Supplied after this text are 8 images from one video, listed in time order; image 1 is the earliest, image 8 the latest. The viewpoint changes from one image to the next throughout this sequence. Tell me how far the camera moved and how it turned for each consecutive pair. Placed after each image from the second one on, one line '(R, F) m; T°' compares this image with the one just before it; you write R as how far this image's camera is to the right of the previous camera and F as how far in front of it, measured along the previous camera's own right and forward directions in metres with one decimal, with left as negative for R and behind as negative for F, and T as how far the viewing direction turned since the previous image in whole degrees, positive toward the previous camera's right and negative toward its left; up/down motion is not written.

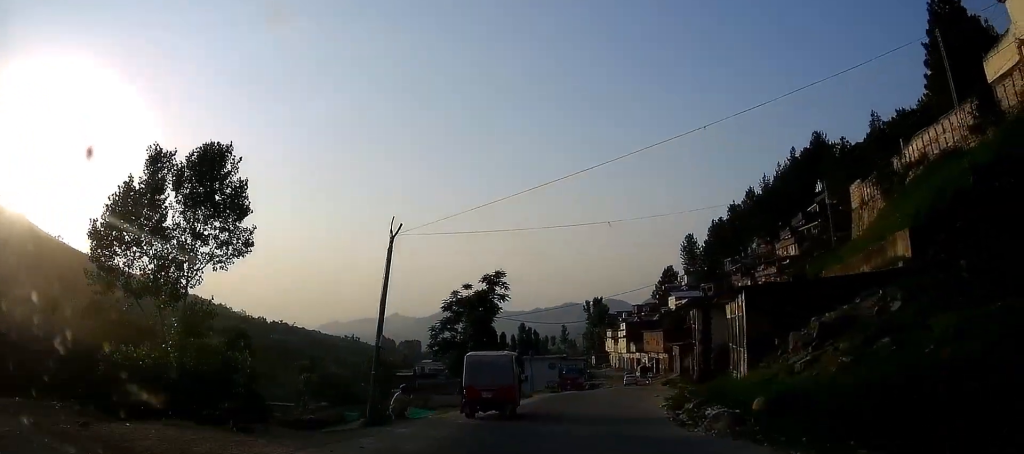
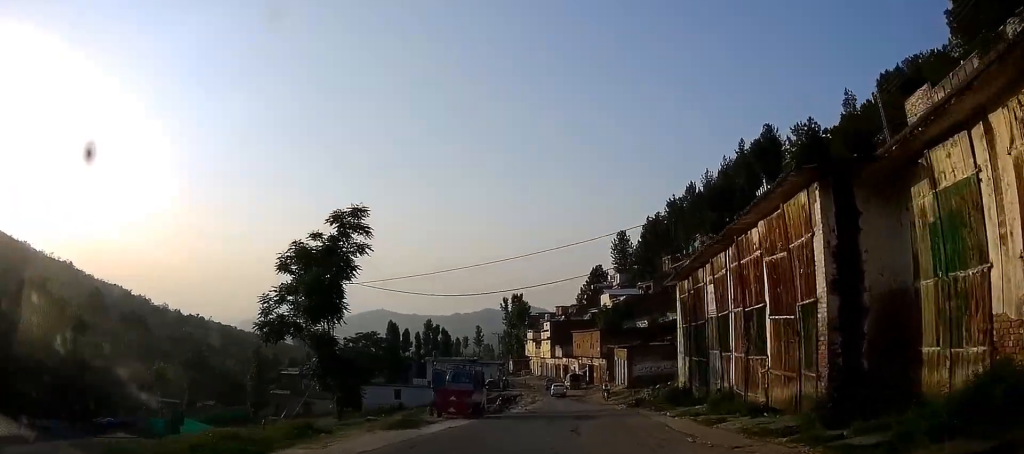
(+2.7, +20.2) m; +12°
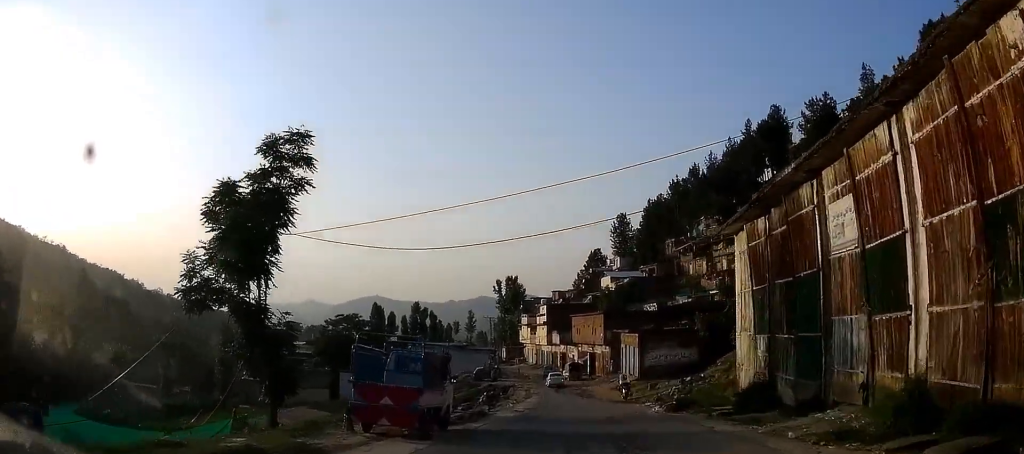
(+0.3, +9.0) m; +1°
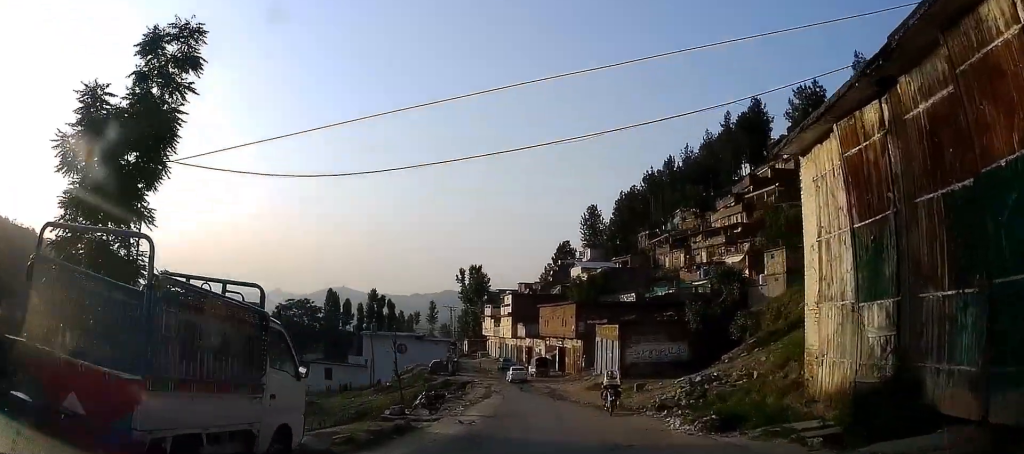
(-0.2, +7.9) m; 0°
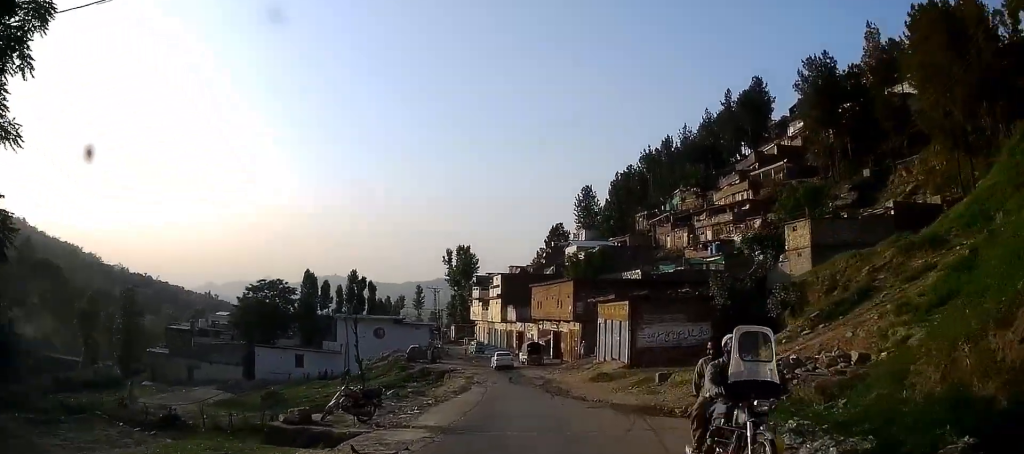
(+0.1, +7.8) m; +1°
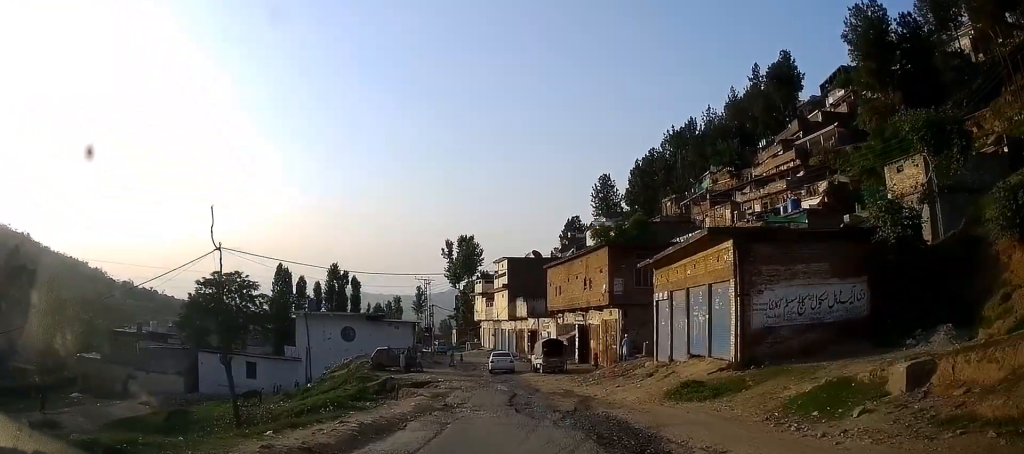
(+0.3, +16.4) m; +1°
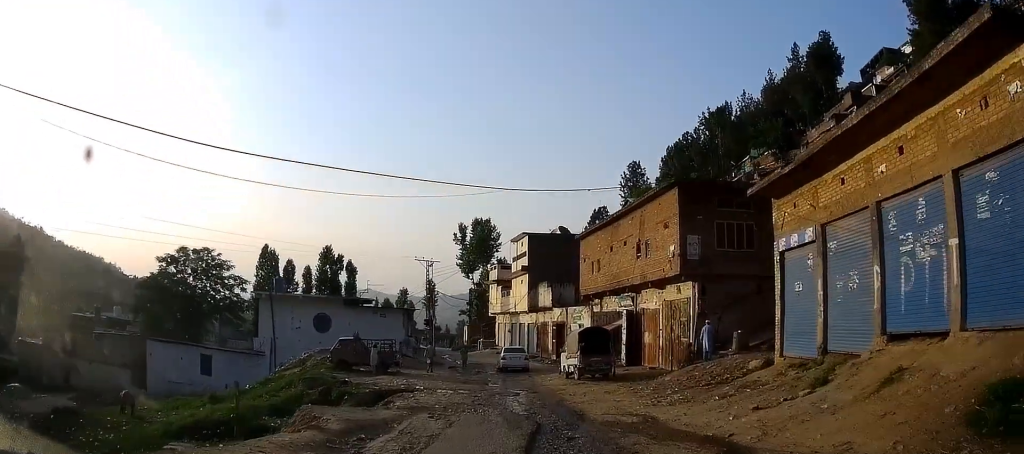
(0.0, +13.8) m; -2°
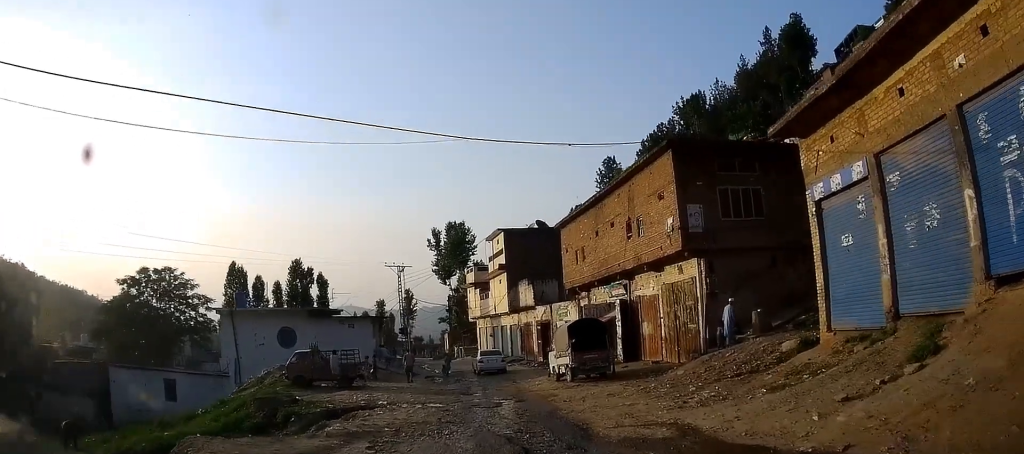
(-0.2, +5.6) m; -1°
